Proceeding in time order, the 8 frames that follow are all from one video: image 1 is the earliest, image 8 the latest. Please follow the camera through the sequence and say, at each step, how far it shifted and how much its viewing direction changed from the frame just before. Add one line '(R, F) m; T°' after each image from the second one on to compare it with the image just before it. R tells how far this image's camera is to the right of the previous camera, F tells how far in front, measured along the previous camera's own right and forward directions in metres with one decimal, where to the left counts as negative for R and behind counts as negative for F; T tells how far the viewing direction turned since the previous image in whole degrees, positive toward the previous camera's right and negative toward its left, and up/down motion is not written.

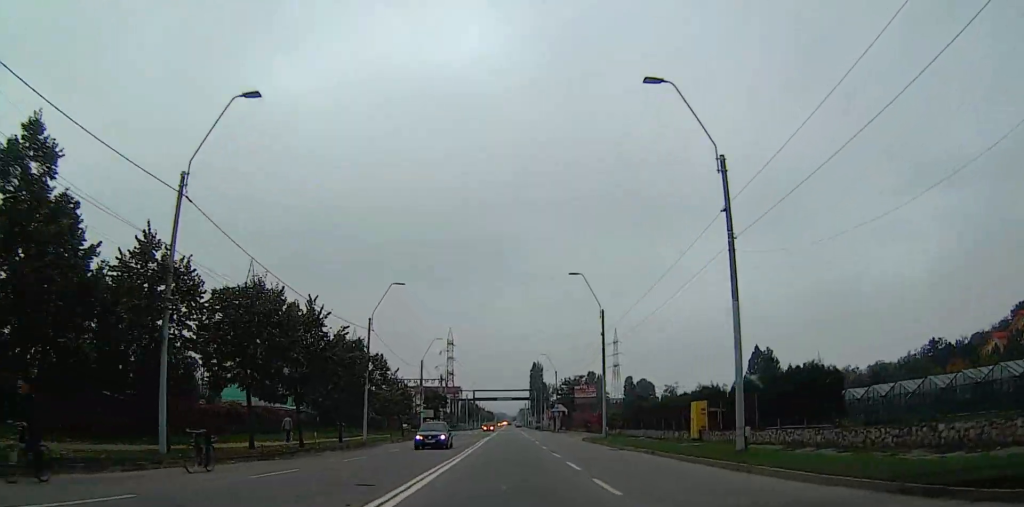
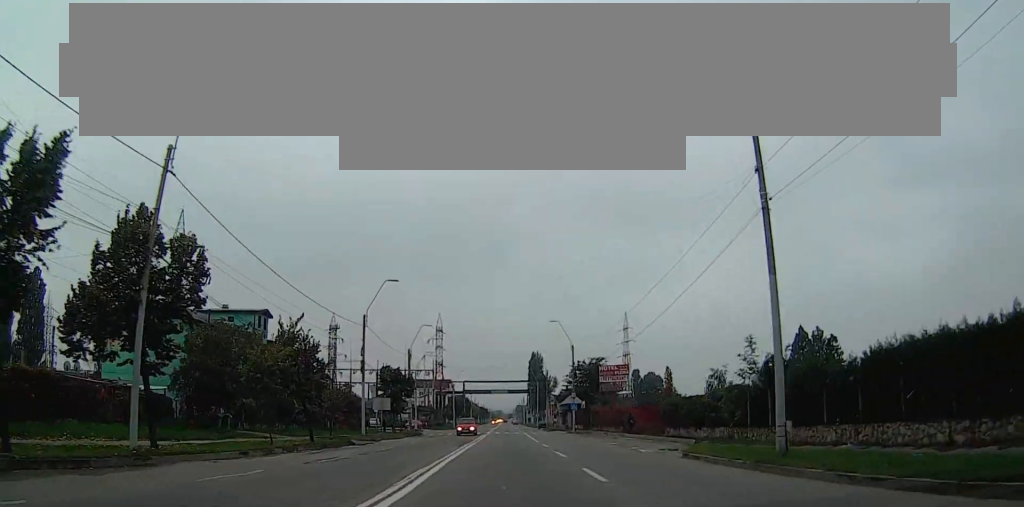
(-0.1, +22.1) m; 0°
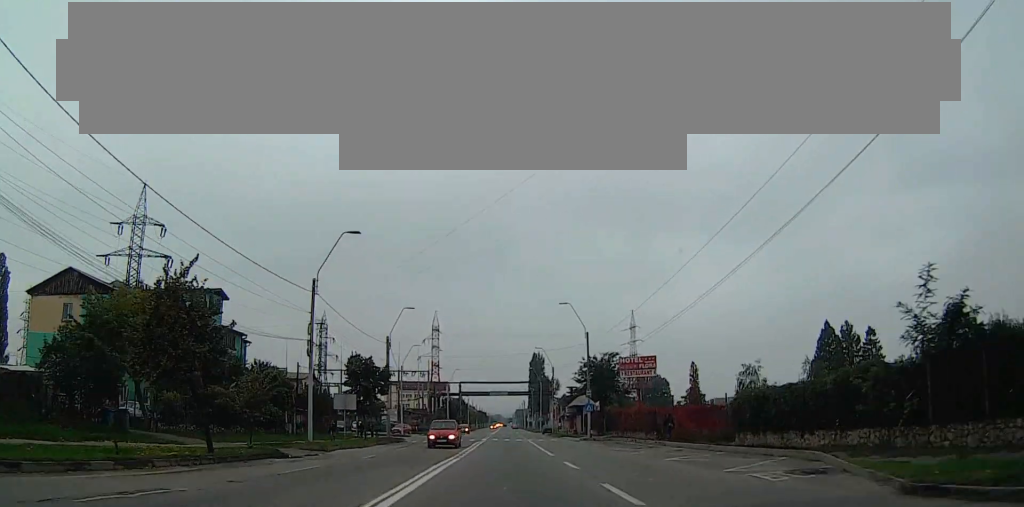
(0.0, +10.2) m; +2°
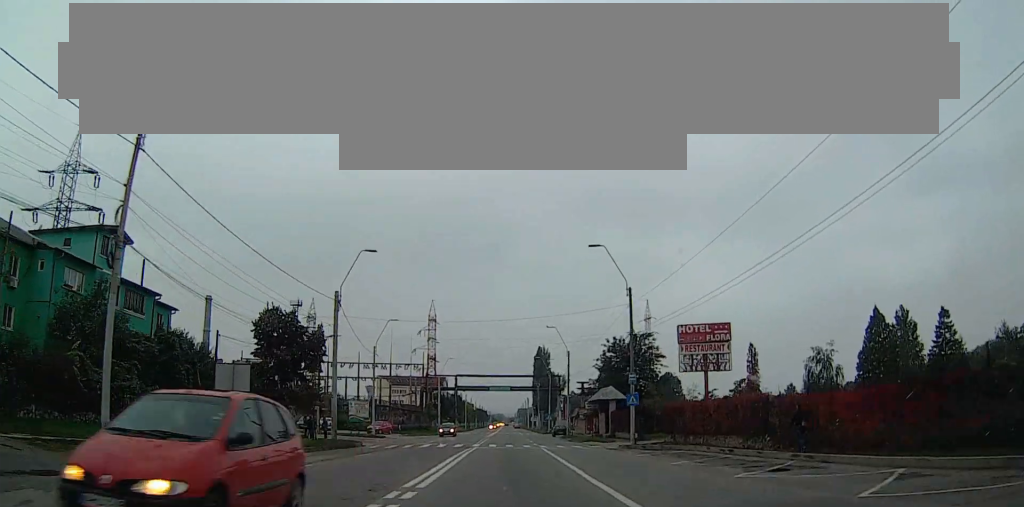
(+0.4, +16.3) m; +3°
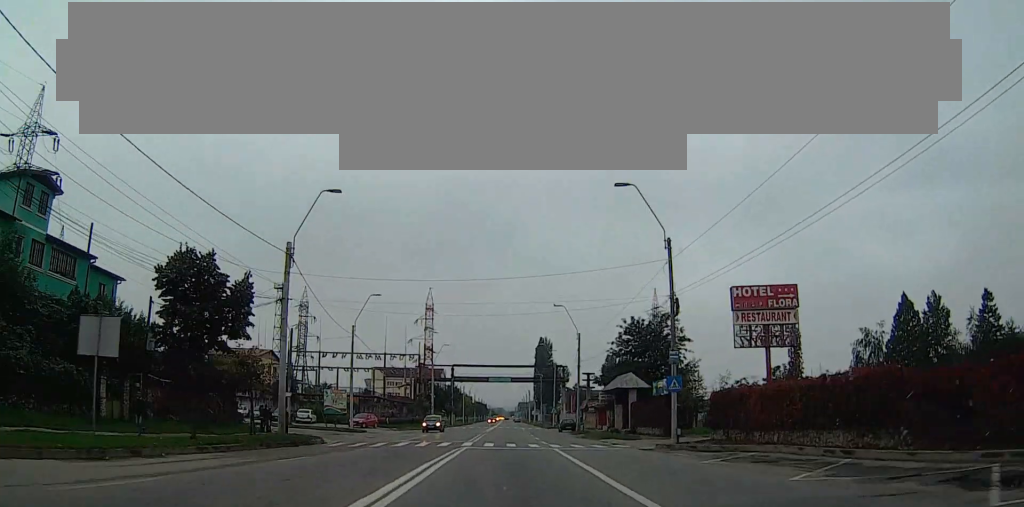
(+0.6, +8.7) m; 0°
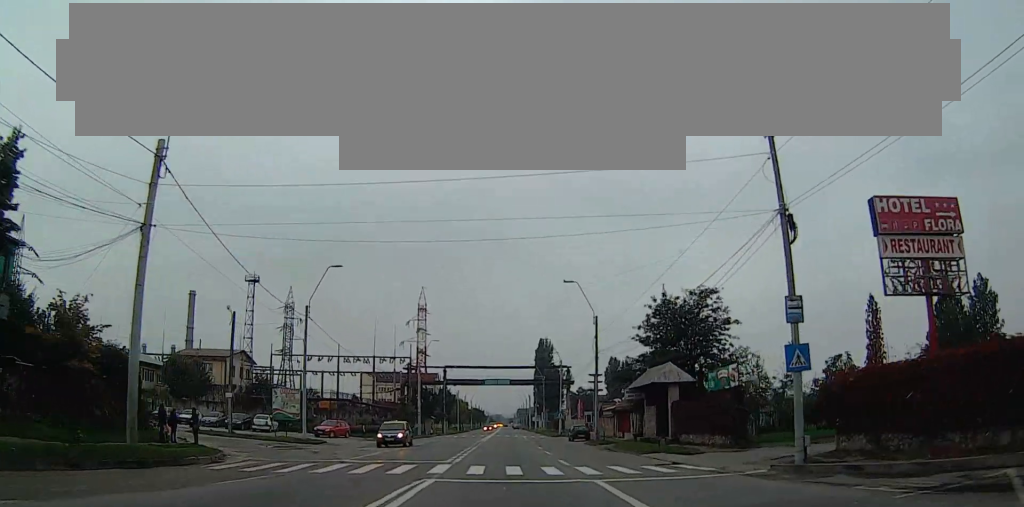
(-0.3, +12.4) m; -2°
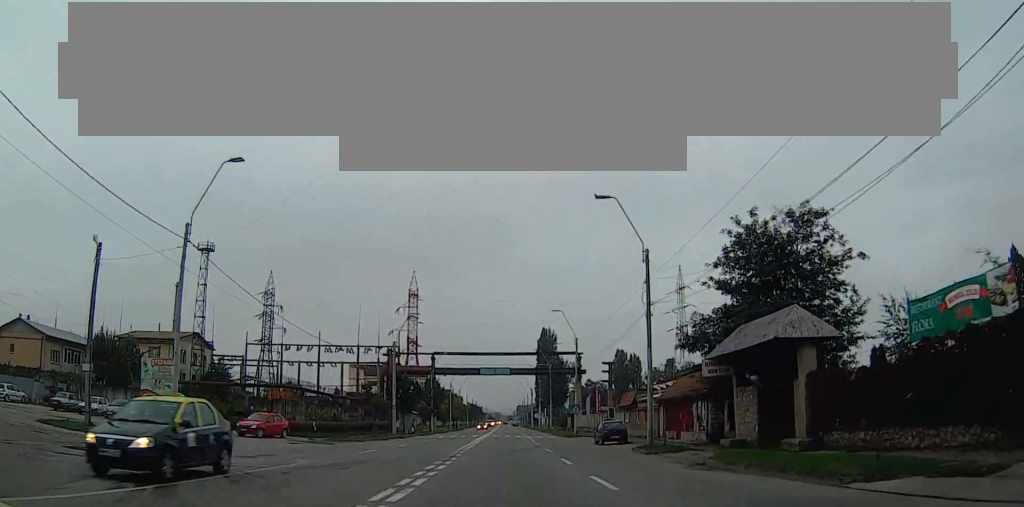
(-0.8, +17.5) m; -3°
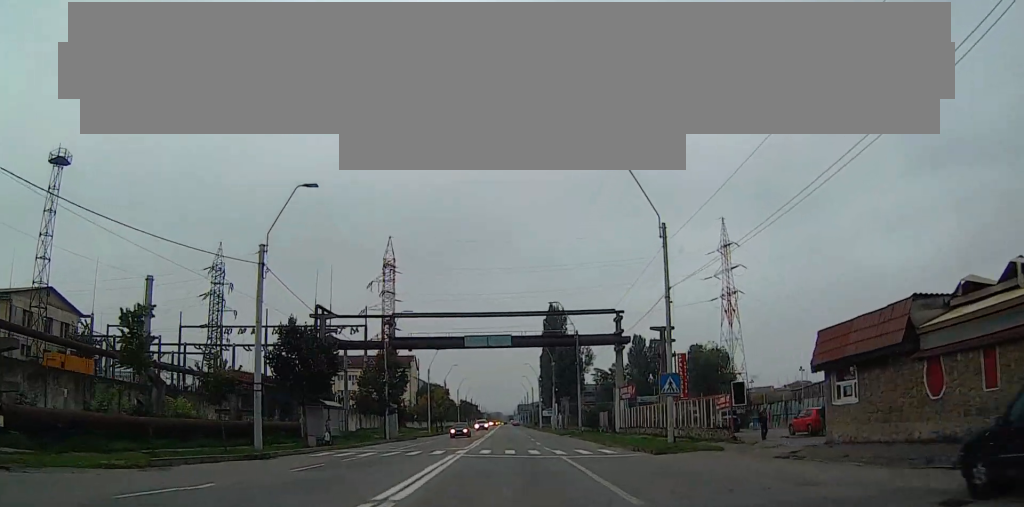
(0.0, +34.5) m; +4°
